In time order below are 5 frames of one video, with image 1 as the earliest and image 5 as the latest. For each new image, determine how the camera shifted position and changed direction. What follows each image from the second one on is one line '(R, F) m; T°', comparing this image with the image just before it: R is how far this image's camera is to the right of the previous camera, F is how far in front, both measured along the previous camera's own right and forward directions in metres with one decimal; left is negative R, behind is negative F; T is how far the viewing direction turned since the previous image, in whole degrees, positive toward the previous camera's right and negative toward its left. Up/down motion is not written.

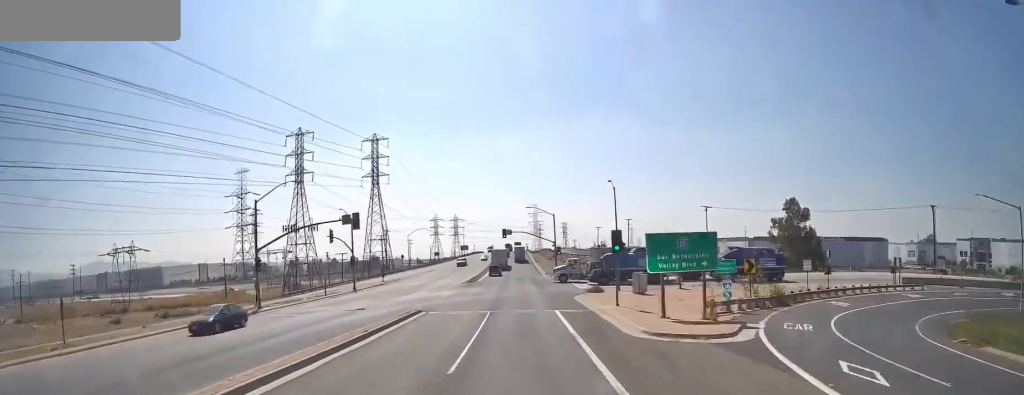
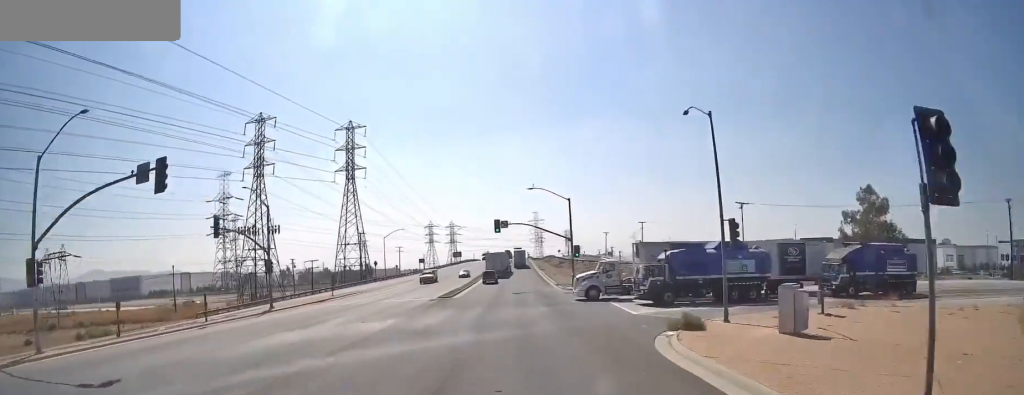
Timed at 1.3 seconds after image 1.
(0.0, +24.1) m; 0°
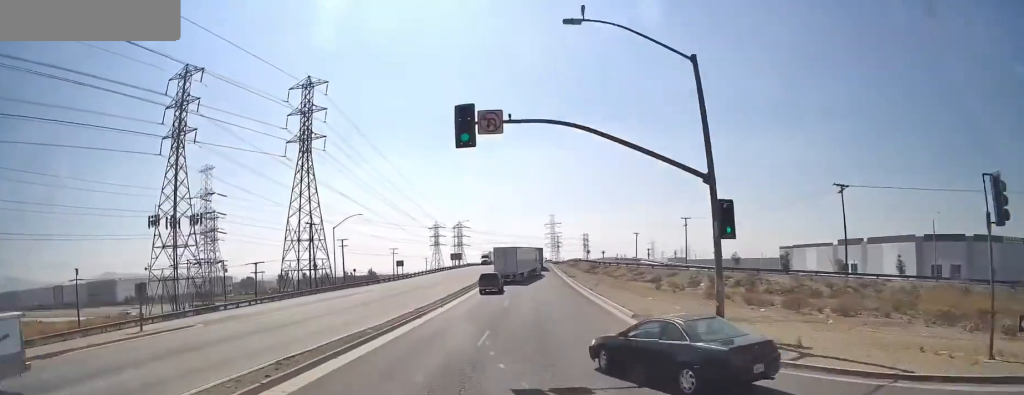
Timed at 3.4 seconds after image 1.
(-0.5, +37.6) m; -2°
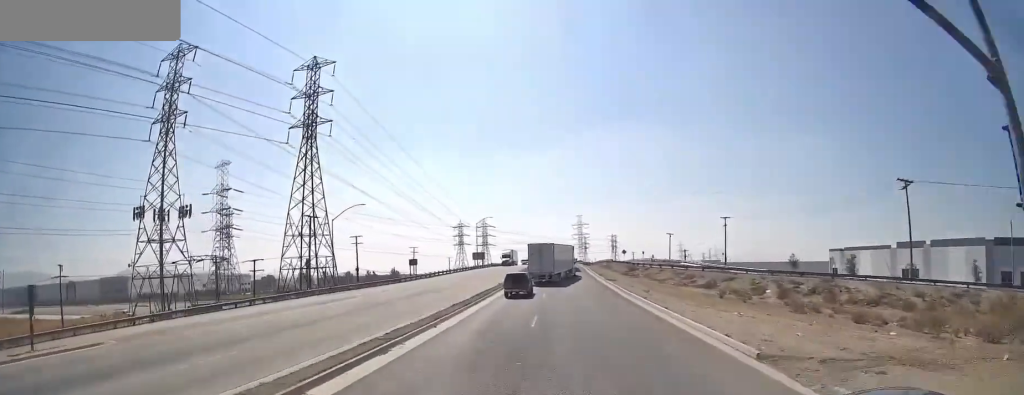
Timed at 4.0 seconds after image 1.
(-0.1, +10.5) m; 0°
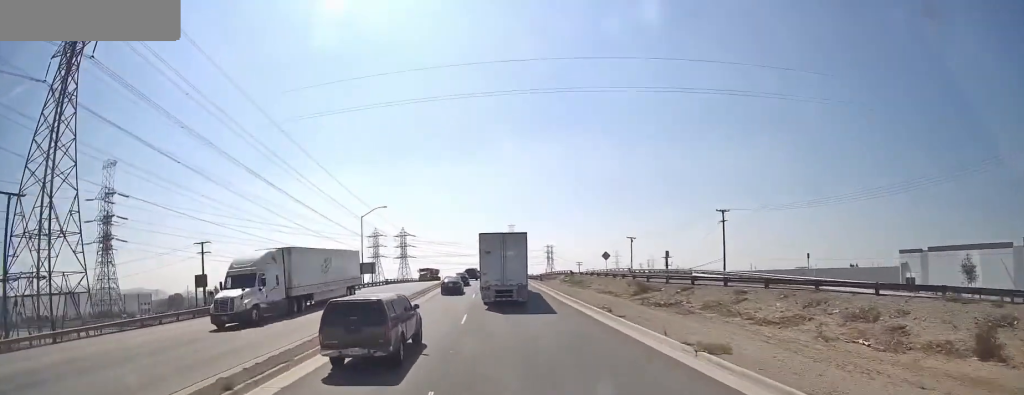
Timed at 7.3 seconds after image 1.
(+2.1, +43.8) m; +7°
